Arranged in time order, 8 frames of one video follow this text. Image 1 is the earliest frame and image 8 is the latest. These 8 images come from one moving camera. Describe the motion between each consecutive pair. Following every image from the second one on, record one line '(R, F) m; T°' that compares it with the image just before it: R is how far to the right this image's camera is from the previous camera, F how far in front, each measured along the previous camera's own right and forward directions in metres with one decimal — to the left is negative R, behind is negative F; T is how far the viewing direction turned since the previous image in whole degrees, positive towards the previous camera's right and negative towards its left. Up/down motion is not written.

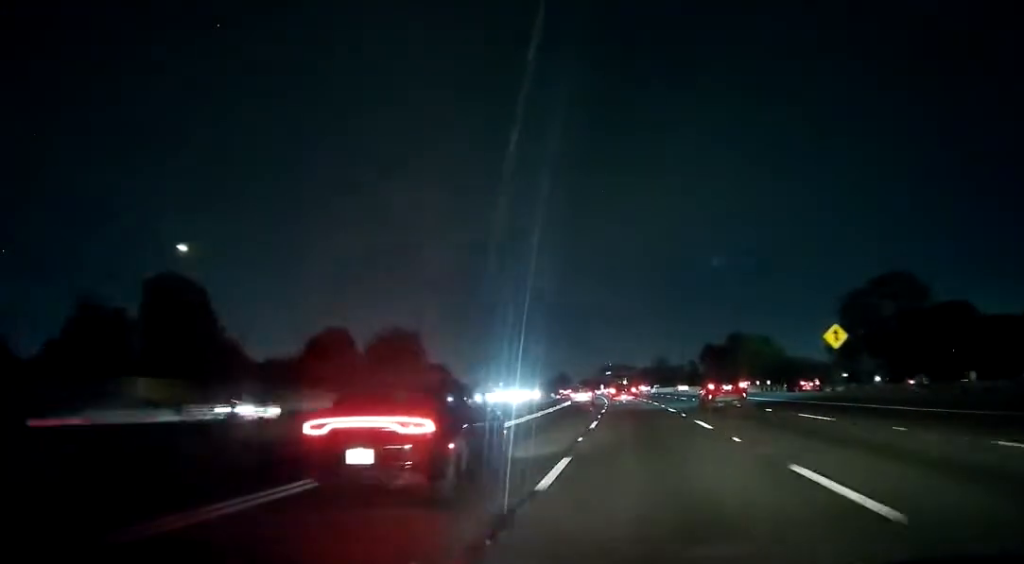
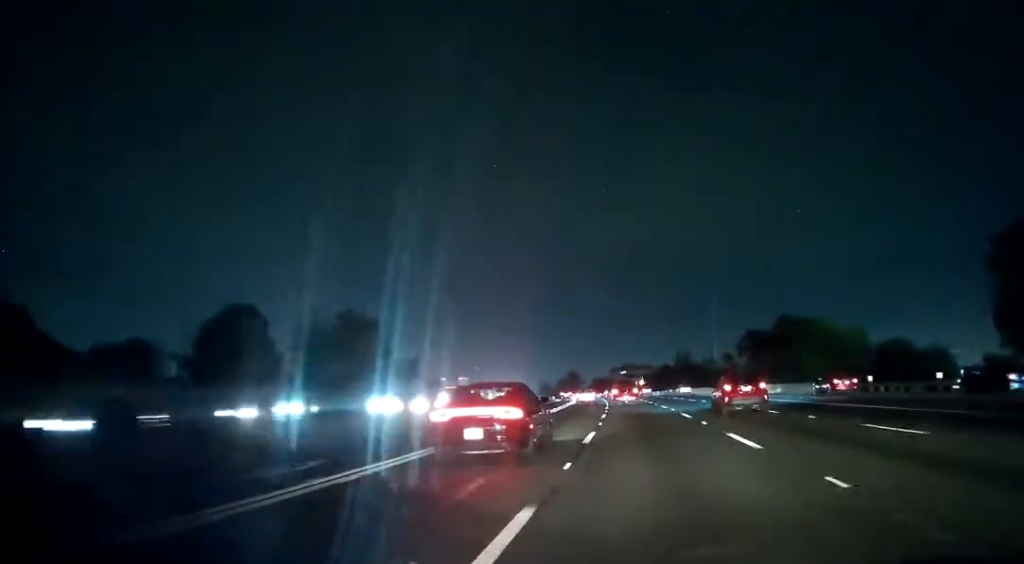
(-0.7, +35.2) m; -2°
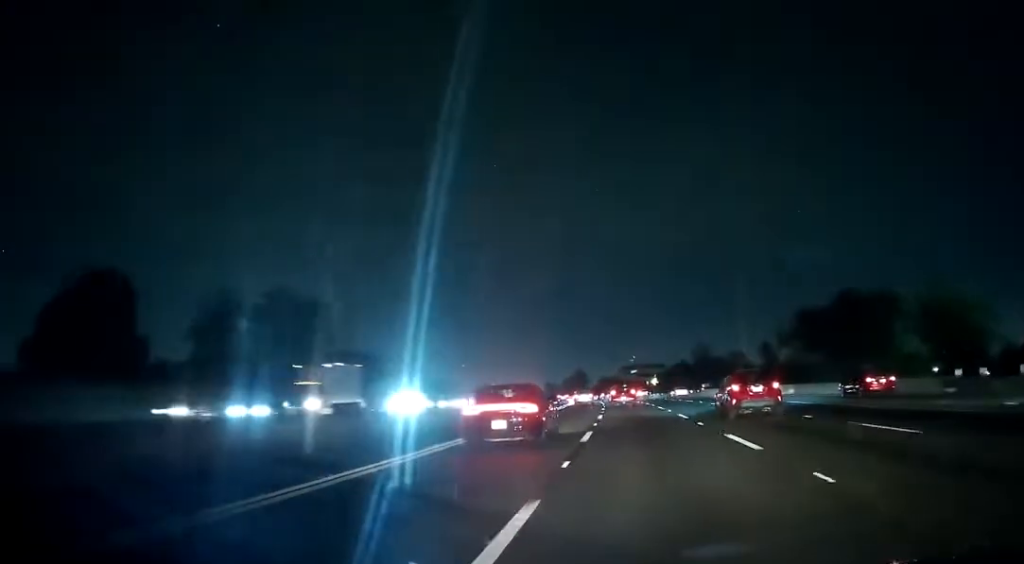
(-0.2, +28.8) m; -1°
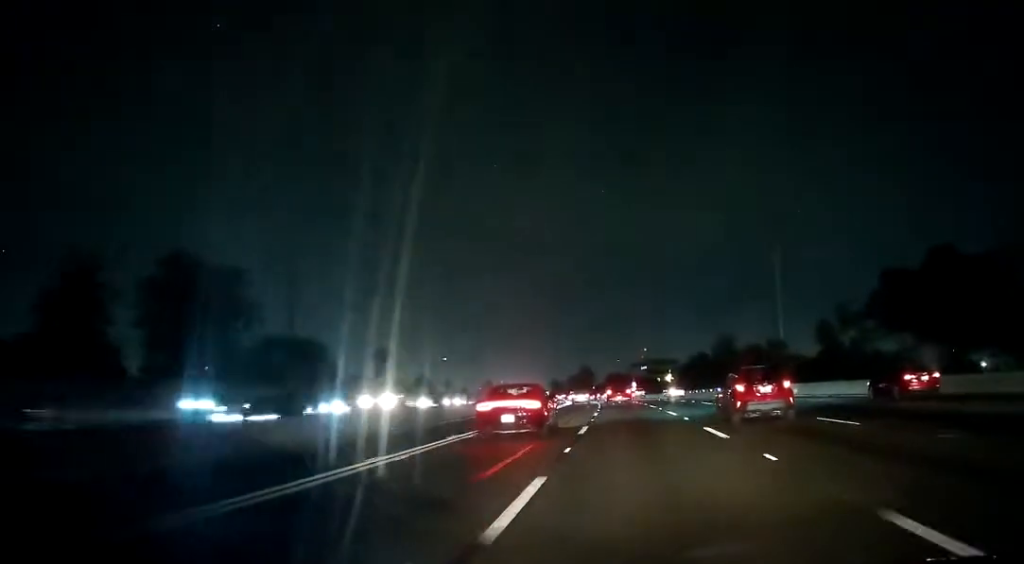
(0.0, +26.1) m; -1°
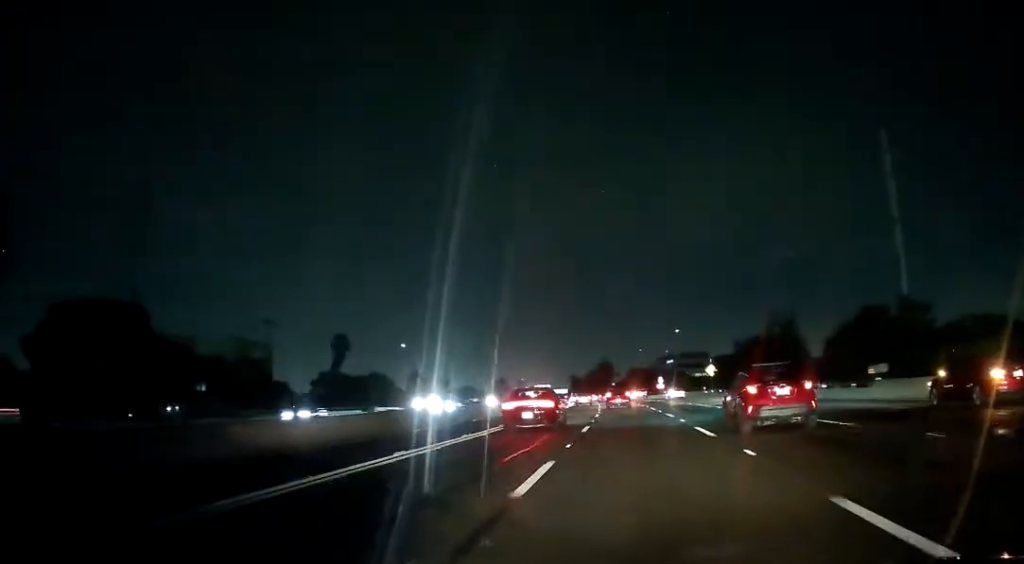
(-0.9, +41.0) m; -2°
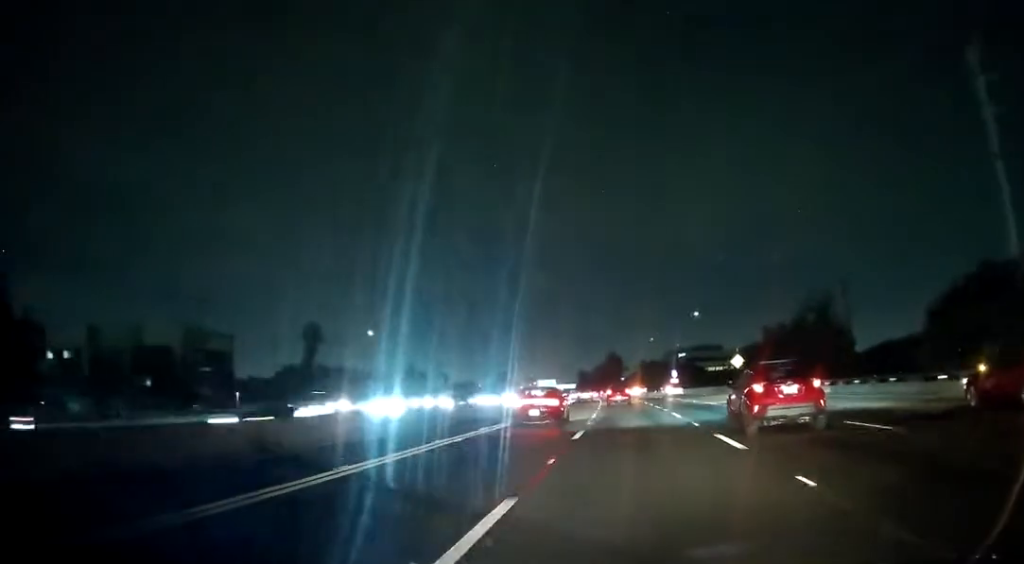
(0.0, +17.9) m; 0°
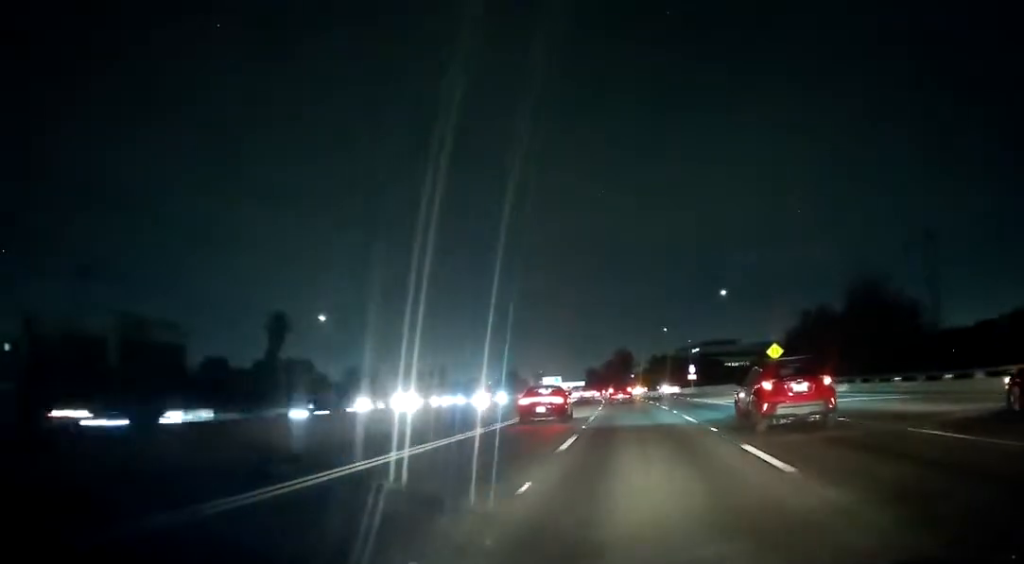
(0.0, +18.8) m; 0°
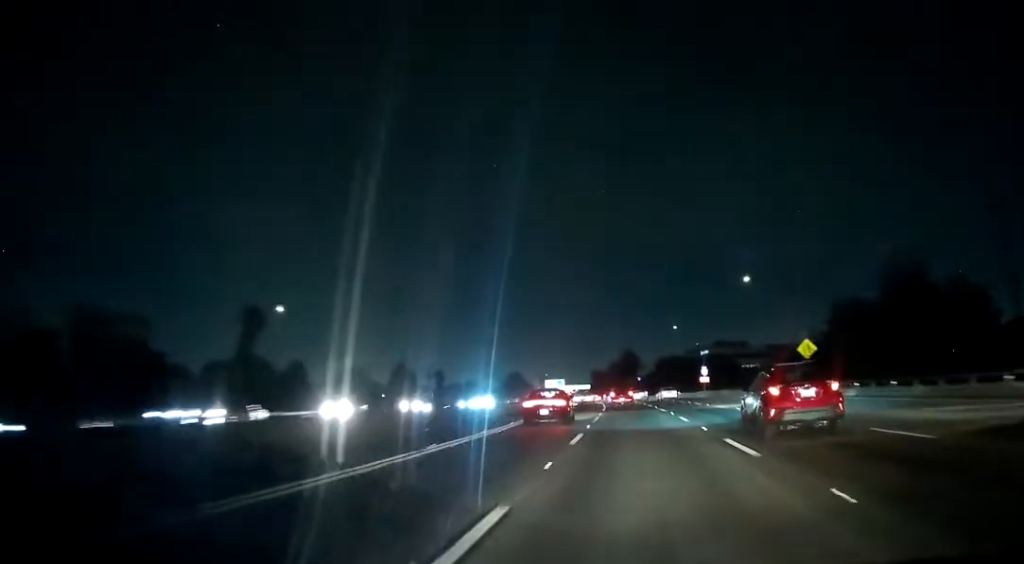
(-0.1, +11.1) m; -1°
